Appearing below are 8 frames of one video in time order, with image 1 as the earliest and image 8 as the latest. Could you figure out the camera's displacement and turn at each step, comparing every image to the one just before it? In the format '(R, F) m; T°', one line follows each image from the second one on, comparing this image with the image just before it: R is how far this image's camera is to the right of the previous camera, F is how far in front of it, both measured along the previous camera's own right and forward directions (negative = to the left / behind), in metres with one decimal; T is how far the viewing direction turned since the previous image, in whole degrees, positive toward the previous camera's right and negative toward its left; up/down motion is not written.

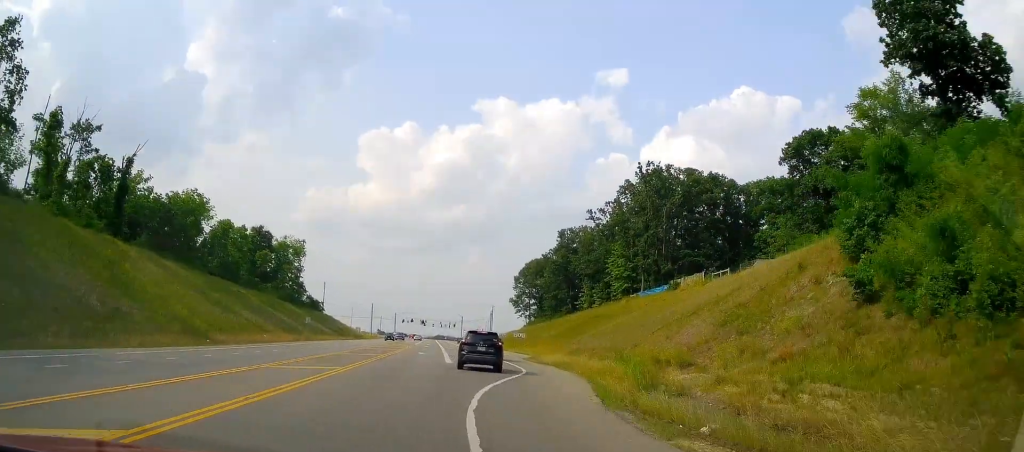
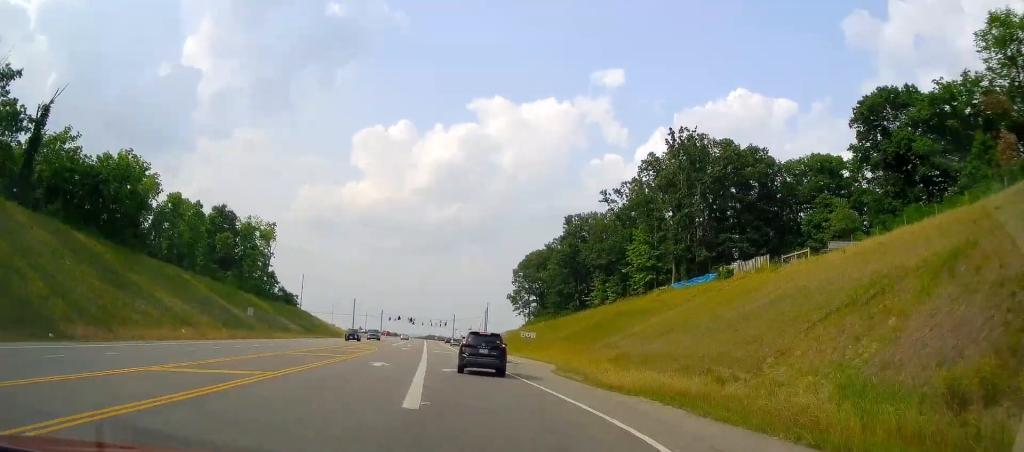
(+0.4, +20.1) m; -1°
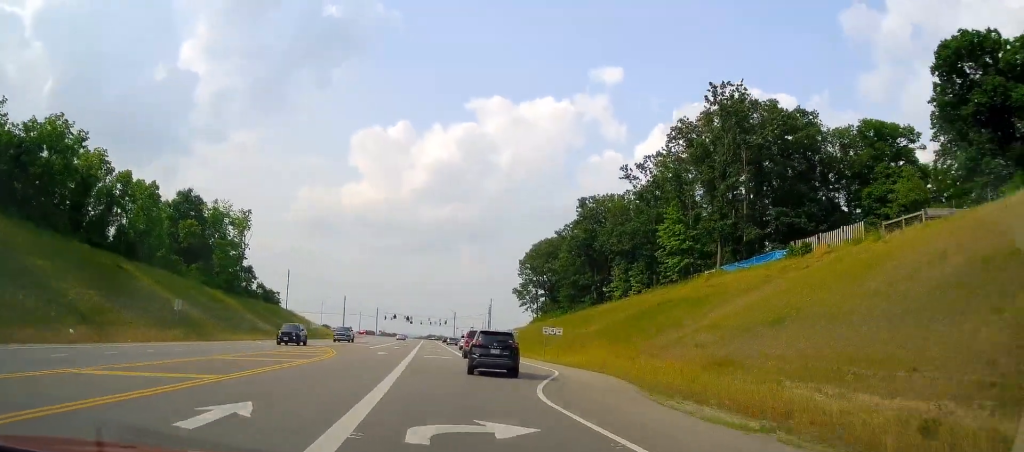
(-0.9, +16.8) m; -2°
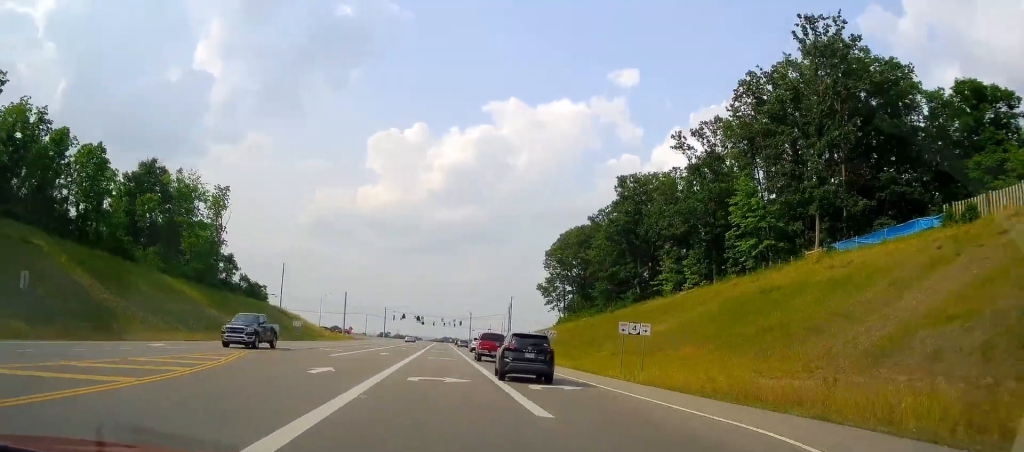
(+0.5, +19.7) m; -1°
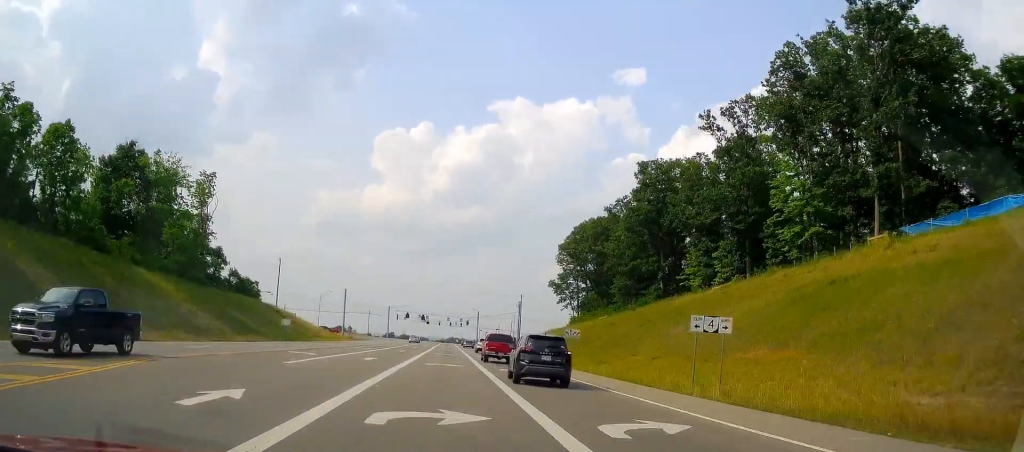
(-0.4, +8.6) m; -1°
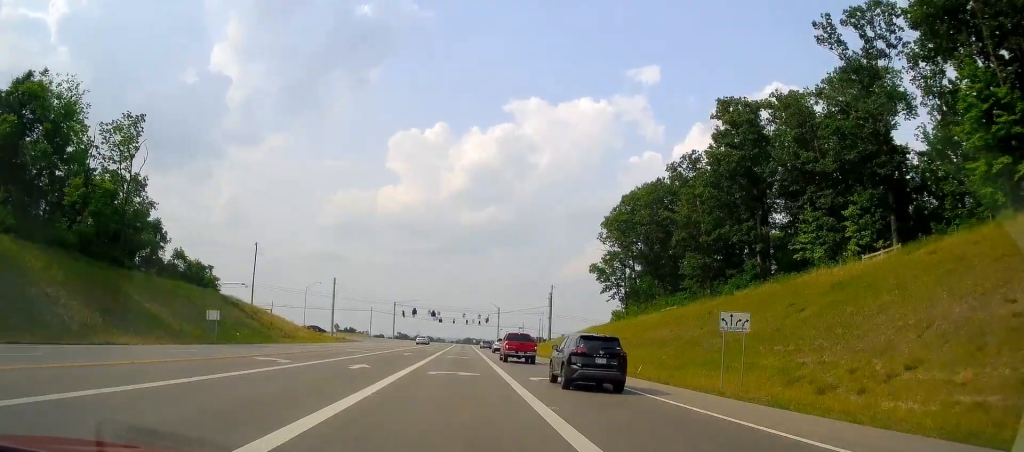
(-0.2, +27.4) m; 0°
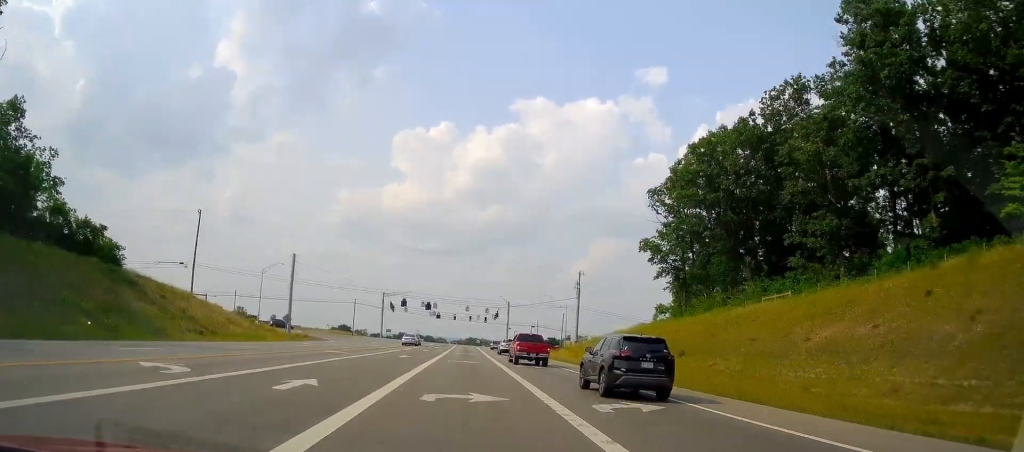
(-0.1, +28.4) m; -1°
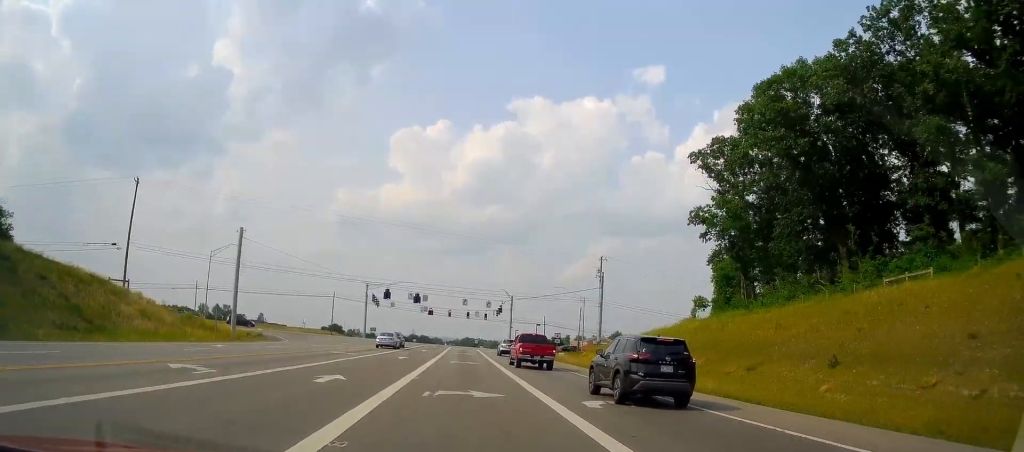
(-0.1, +18.5) m; +1°
